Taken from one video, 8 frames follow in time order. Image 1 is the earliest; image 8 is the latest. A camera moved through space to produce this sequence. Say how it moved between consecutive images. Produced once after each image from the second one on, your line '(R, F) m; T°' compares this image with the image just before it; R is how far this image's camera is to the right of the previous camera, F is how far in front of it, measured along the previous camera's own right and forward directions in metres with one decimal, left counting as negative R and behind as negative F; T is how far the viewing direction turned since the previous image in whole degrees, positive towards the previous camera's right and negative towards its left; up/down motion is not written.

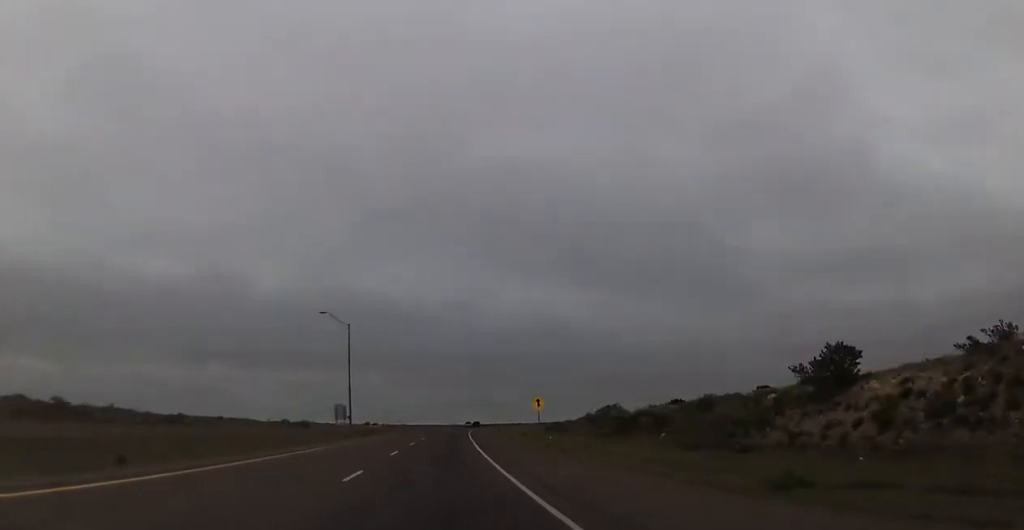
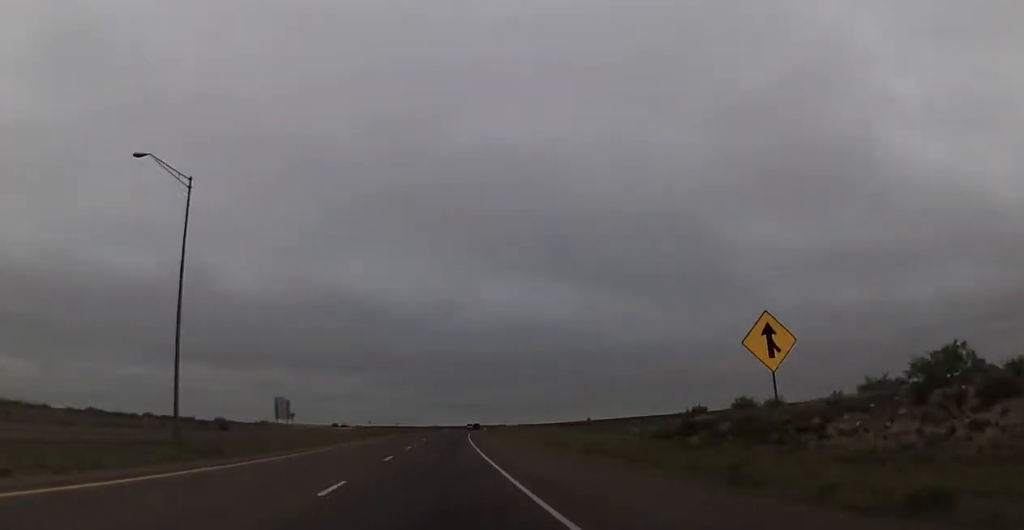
(+0.7, +51.3) m; +2°
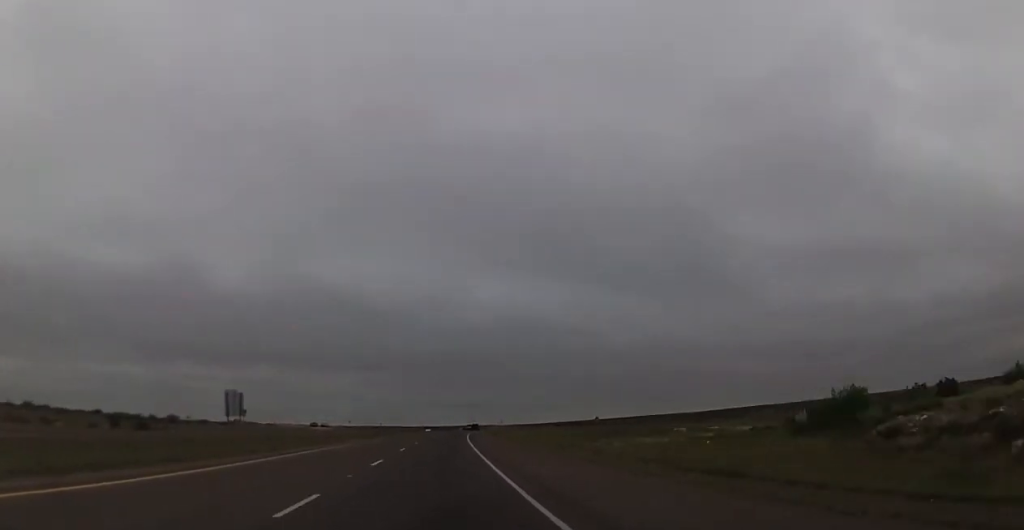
(+0.3, +26.9) m; +1°
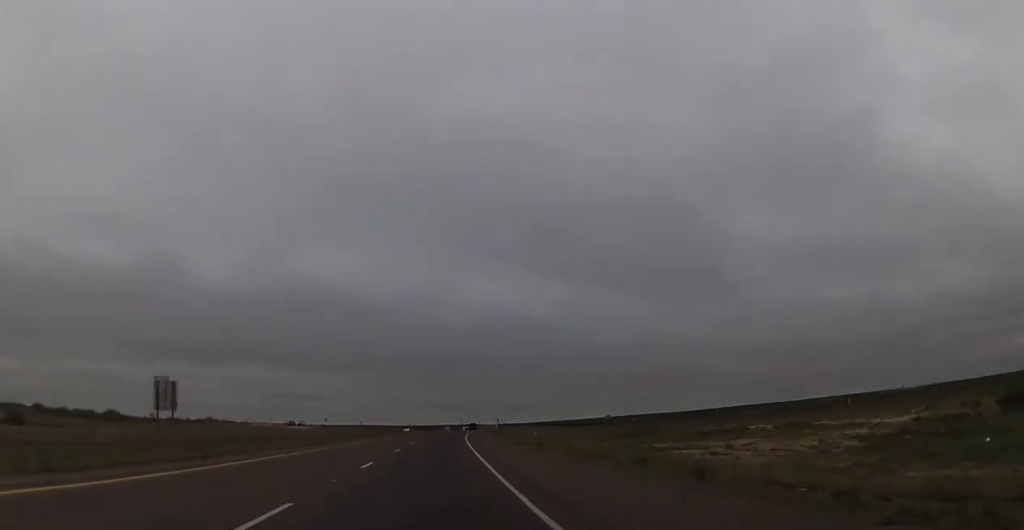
(+0.2, +25.6) m; +1°
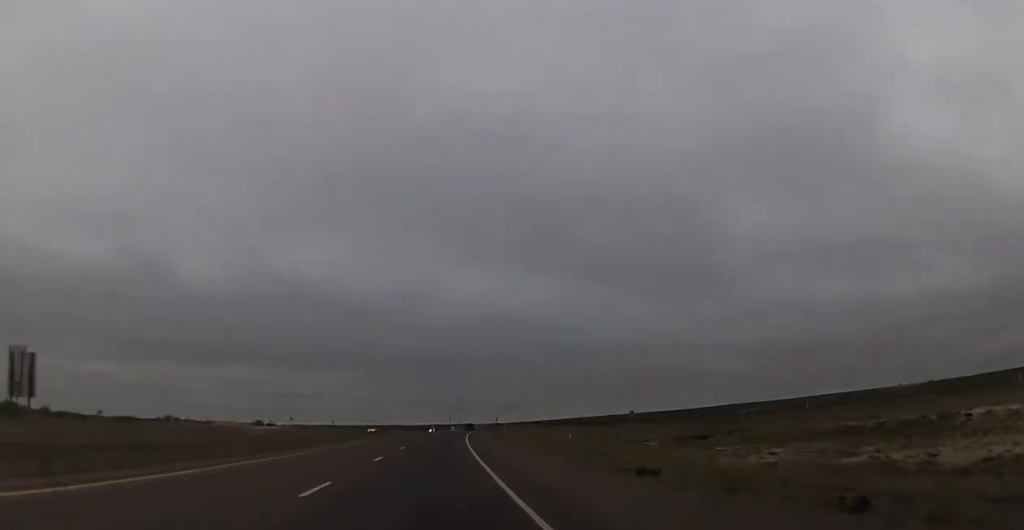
(+0.4, +31.7) m; +1°
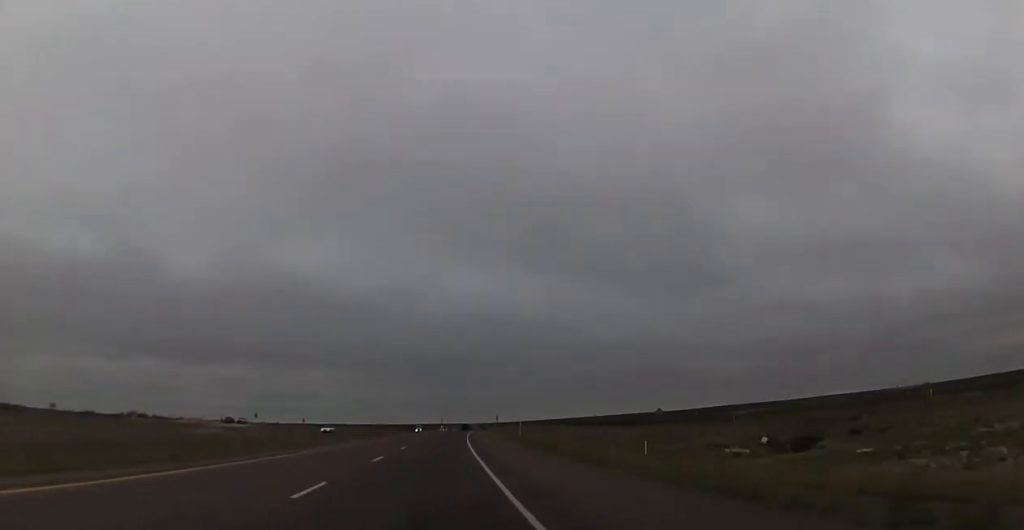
(+0.4, +24.4) m; +1°
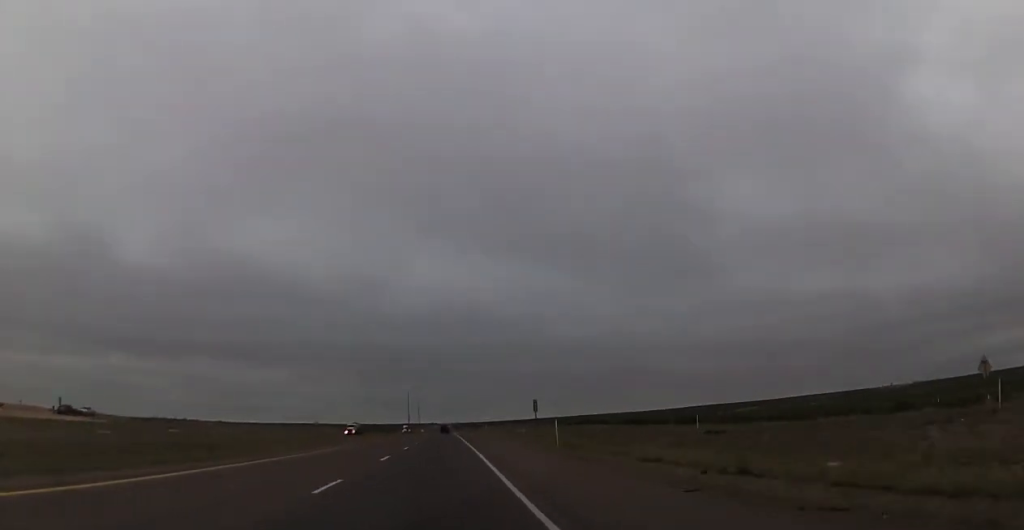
(+1.4, +83.1) m; +2°
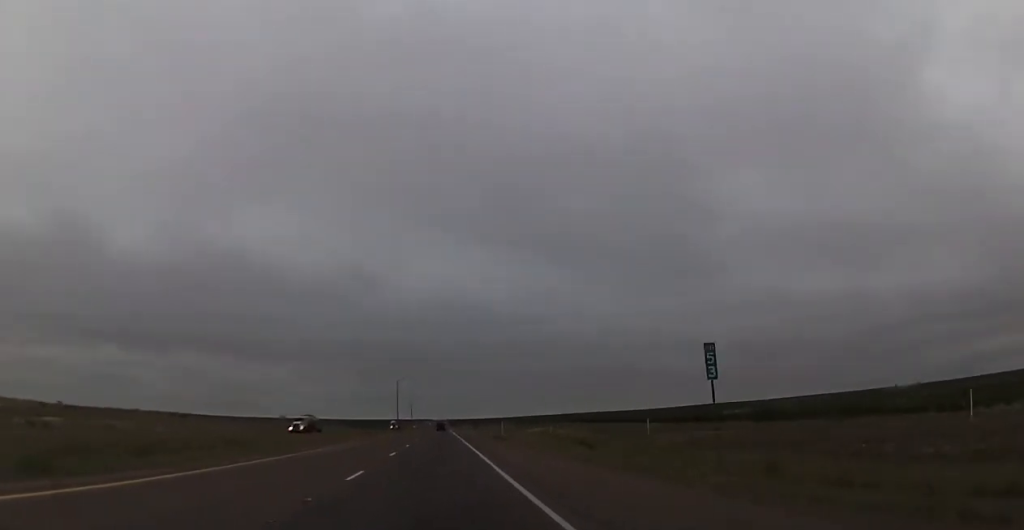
(+0.2, +33.1) m; +1°
